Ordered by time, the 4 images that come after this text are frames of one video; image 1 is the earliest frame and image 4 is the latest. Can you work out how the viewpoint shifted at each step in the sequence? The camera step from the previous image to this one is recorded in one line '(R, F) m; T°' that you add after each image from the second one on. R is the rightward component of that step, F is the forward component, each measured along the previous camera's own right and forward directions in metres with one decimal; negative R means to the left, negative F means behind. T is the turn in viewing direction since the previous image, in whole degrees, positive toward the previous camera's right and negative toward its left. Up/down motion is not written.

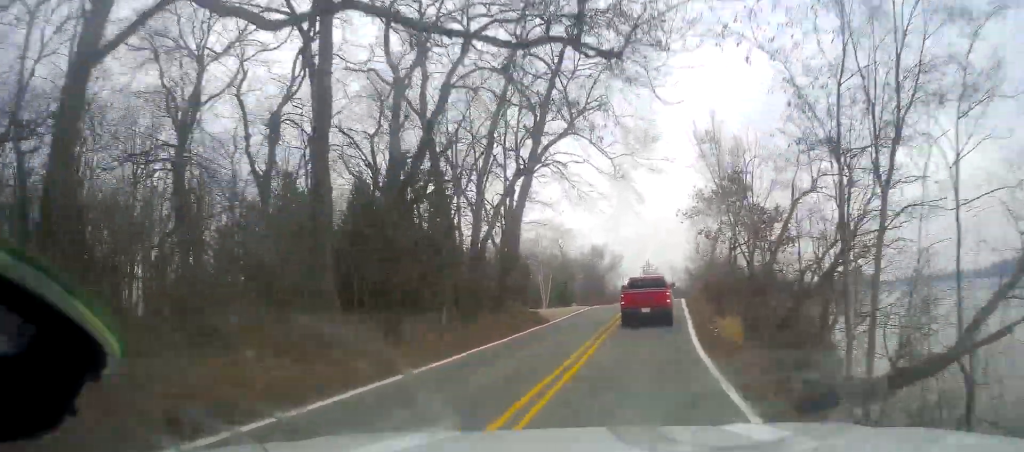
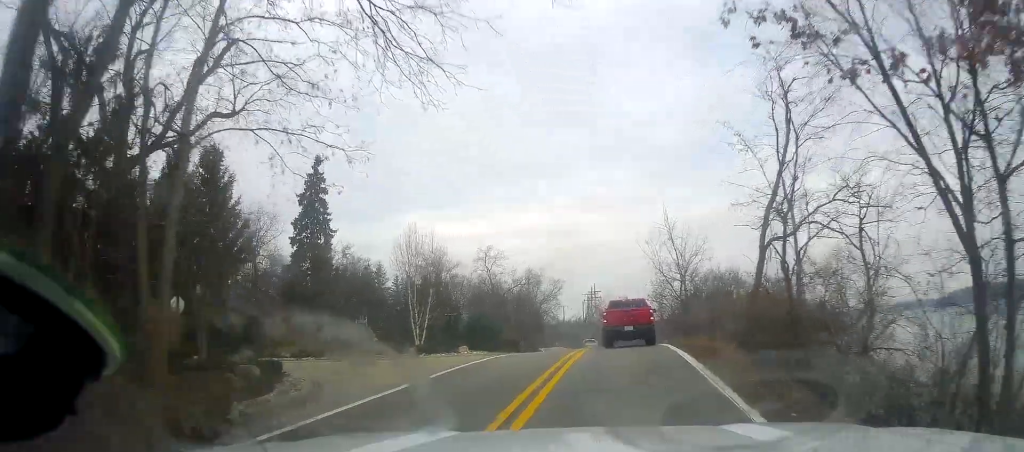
(+0.6, +25.0) m; +3°
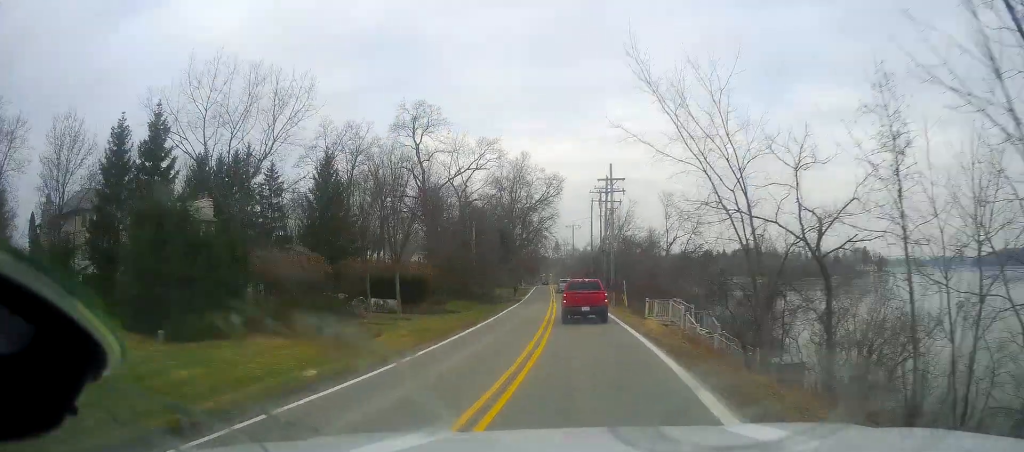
(+0.4, +55.8) m; -4°
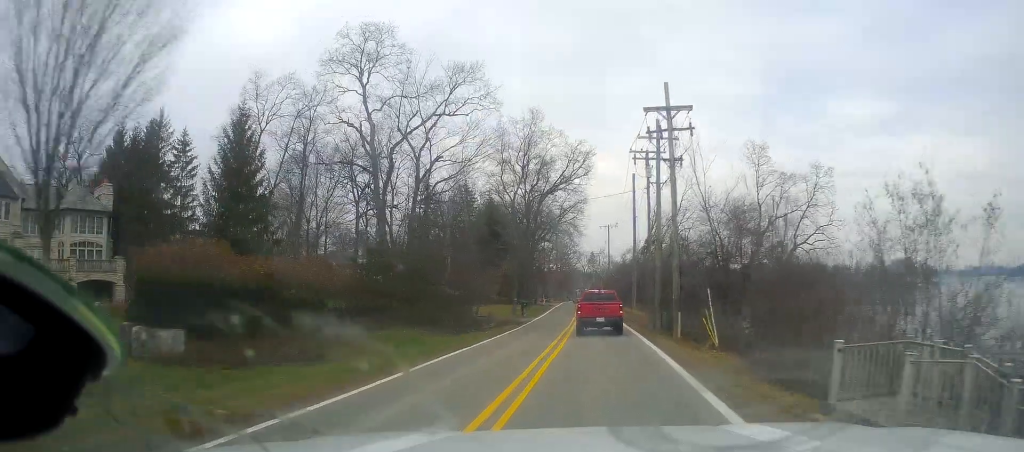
(-0.9, +23.6) m; -2°
